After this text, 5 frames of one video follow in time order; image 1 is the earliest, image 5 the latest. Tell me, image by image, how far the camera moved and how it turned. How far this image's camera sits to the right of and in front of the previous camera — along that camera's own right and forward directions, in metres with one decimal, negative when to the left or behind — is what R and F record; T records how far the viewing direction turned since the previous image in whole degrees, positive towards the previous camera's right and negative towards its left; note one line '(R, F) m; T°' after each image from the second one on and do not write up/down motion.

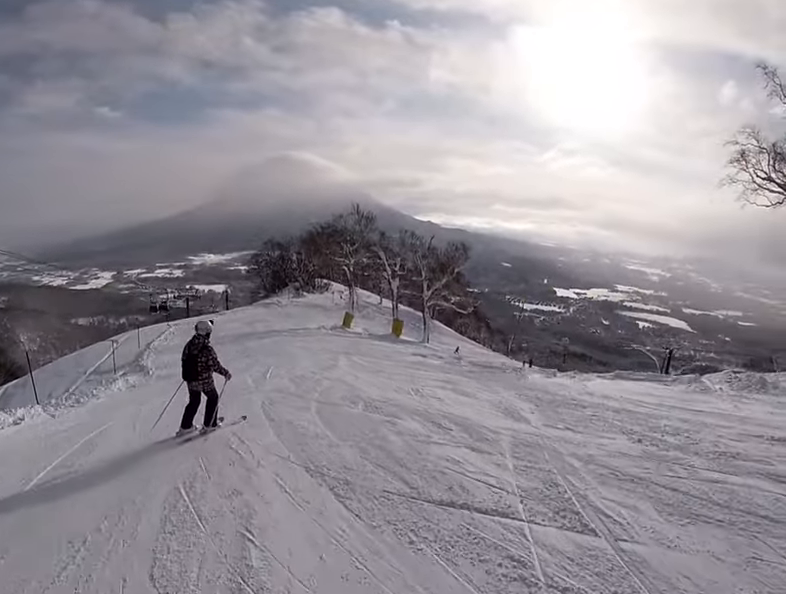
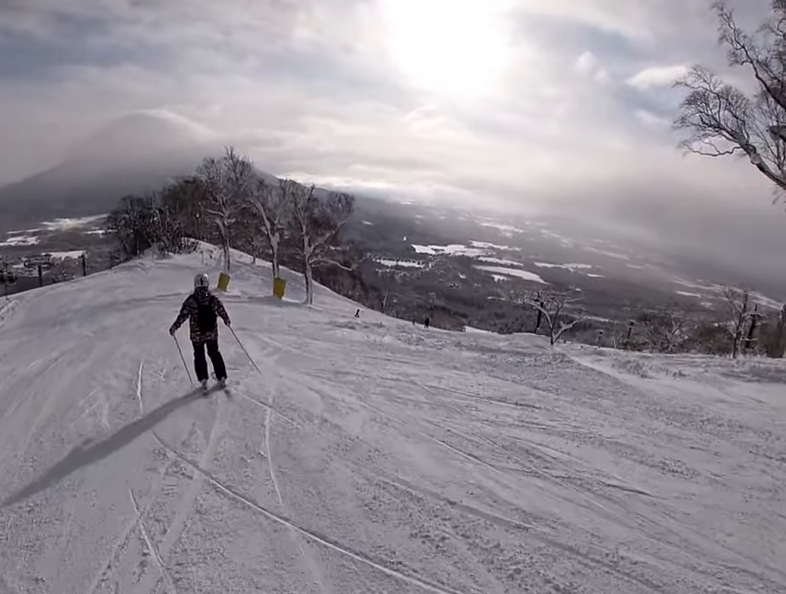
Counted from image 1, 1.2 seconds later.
(+0.7, +6.0) m; +13°
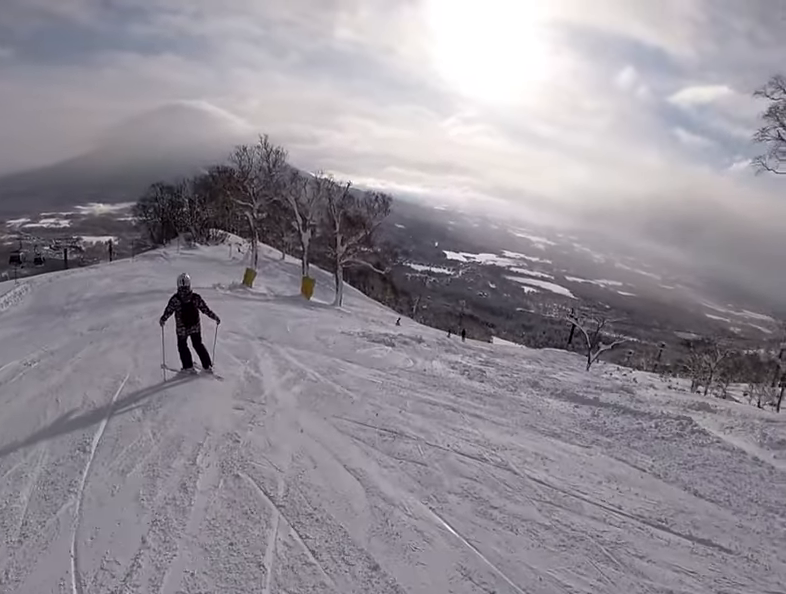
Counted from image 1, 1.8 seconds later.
(+0.1, +2.9) m; -6°
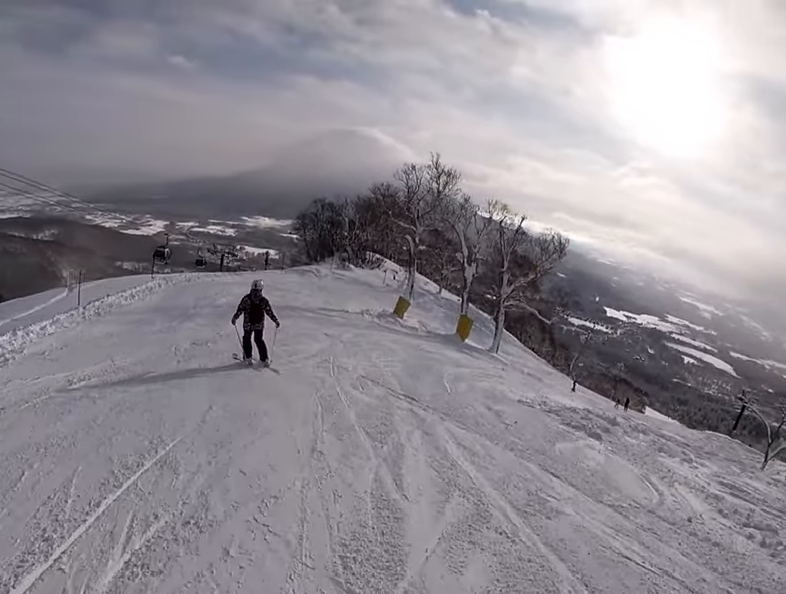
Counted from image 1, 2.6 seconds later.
(-0.1, +4.1) m; -13°
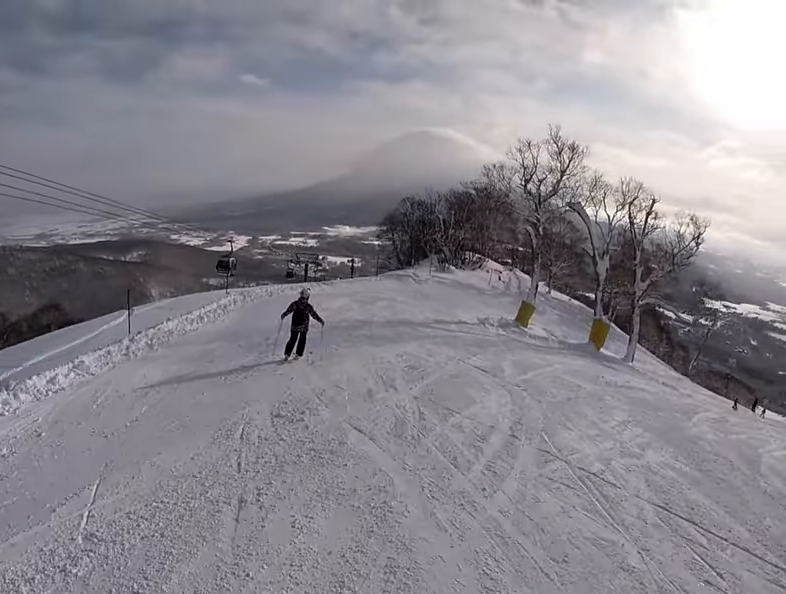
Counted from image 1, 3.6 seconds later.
(-1.4, +5.9) m; -8°
